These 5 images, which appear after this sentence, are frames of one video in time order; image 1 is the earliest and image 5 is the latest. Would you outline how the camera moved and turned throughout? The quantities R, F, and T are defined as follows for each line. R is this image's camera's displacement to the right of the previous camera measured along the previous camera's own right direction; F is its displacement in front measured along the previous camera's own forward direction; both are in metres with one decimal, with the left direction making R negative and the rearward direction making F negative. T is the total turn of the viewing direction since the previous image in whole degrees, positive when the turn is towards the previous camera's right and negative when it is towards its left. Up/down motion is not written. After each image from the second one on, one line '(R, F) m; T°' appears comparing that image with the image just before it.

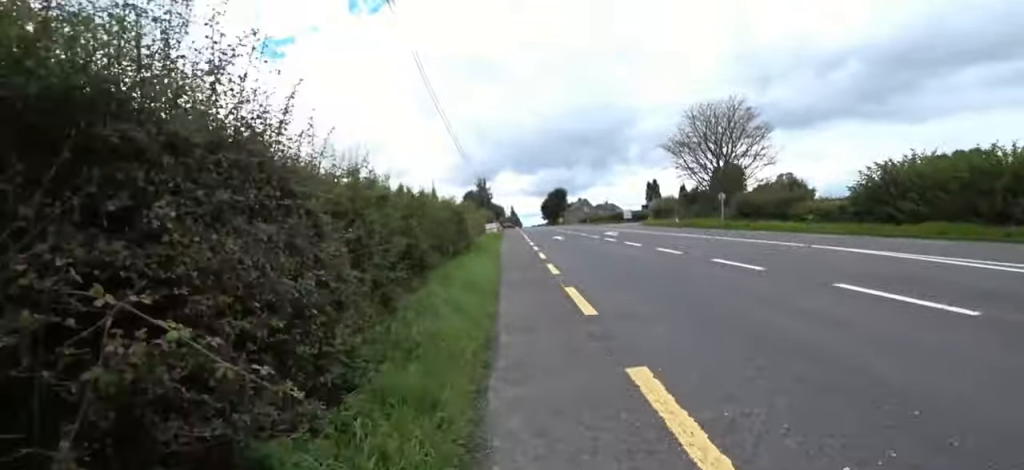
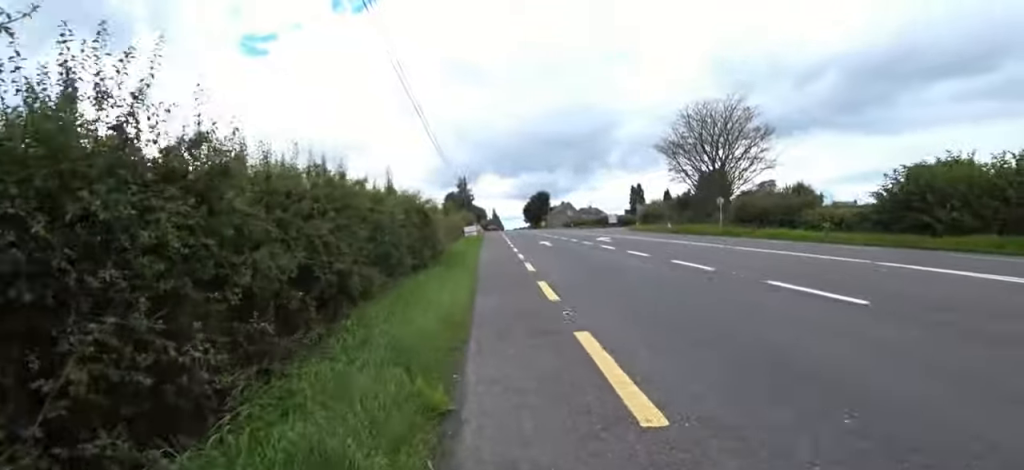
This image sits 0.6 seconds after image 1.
(0.0, +2.9) m; 0°
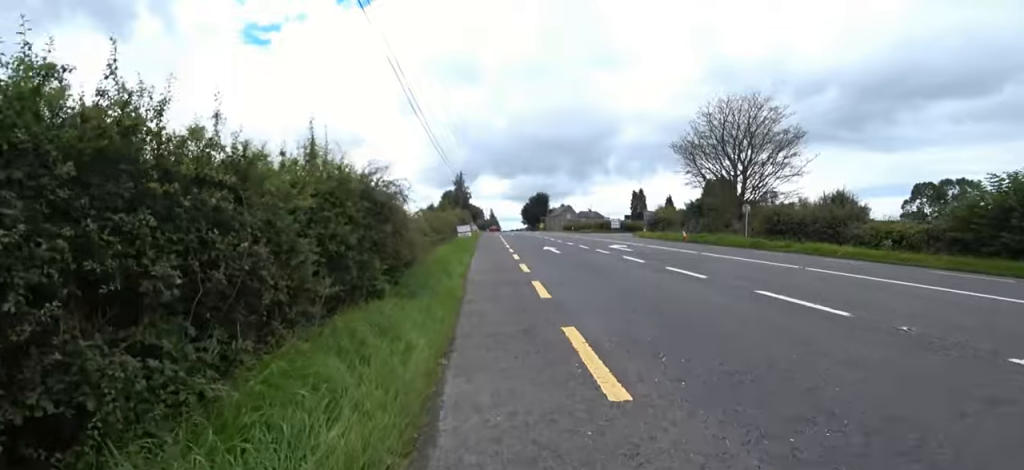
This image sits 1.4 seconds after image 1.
(0.0, +3.7) m; 0°
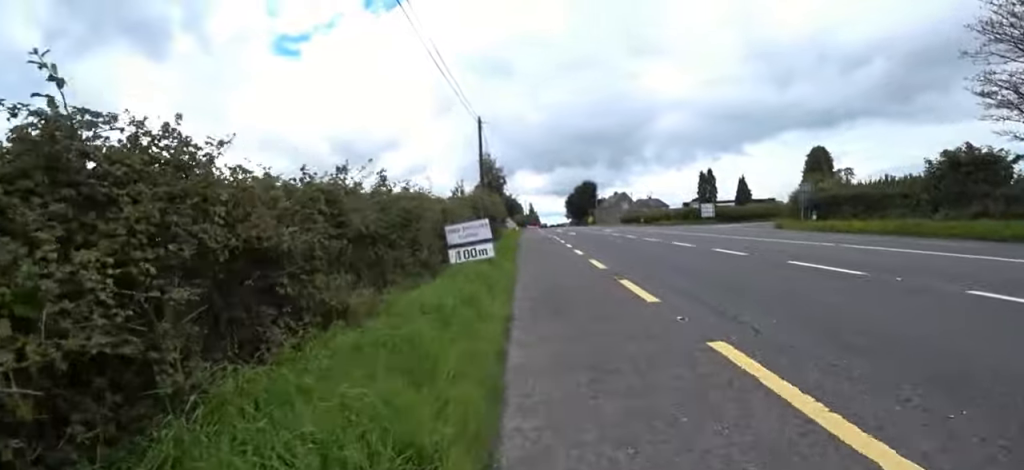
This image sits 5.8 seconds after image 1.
(0.0, +21.8) m; 0°
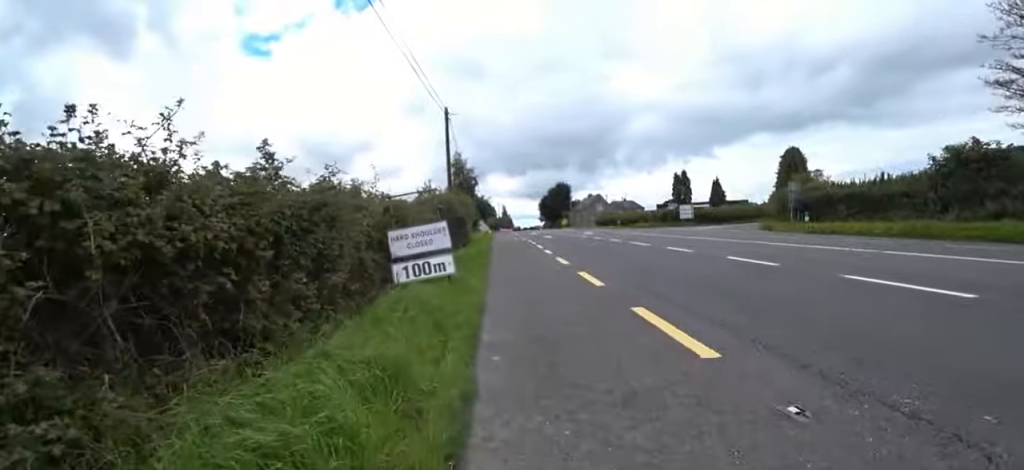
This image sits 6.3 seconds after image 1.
(0.0, +2.4) m; 0°
